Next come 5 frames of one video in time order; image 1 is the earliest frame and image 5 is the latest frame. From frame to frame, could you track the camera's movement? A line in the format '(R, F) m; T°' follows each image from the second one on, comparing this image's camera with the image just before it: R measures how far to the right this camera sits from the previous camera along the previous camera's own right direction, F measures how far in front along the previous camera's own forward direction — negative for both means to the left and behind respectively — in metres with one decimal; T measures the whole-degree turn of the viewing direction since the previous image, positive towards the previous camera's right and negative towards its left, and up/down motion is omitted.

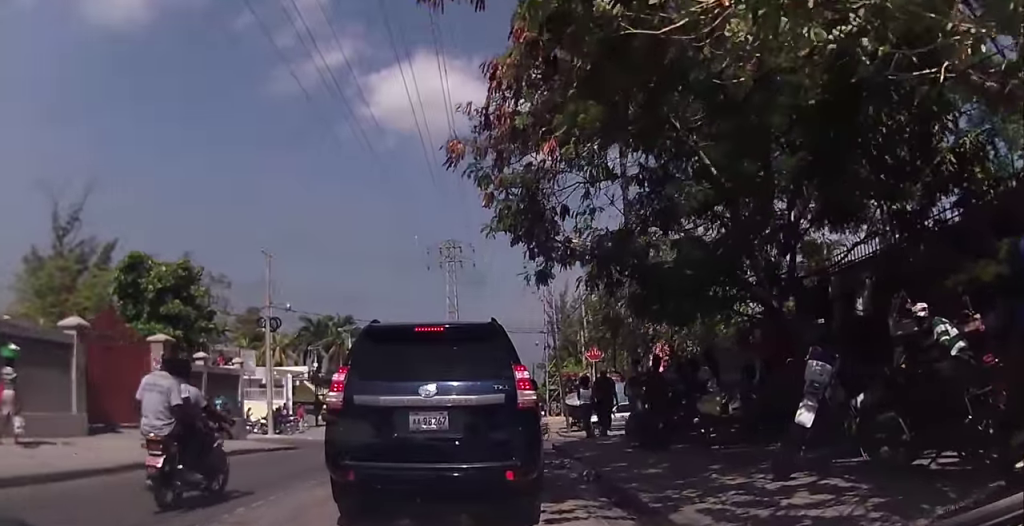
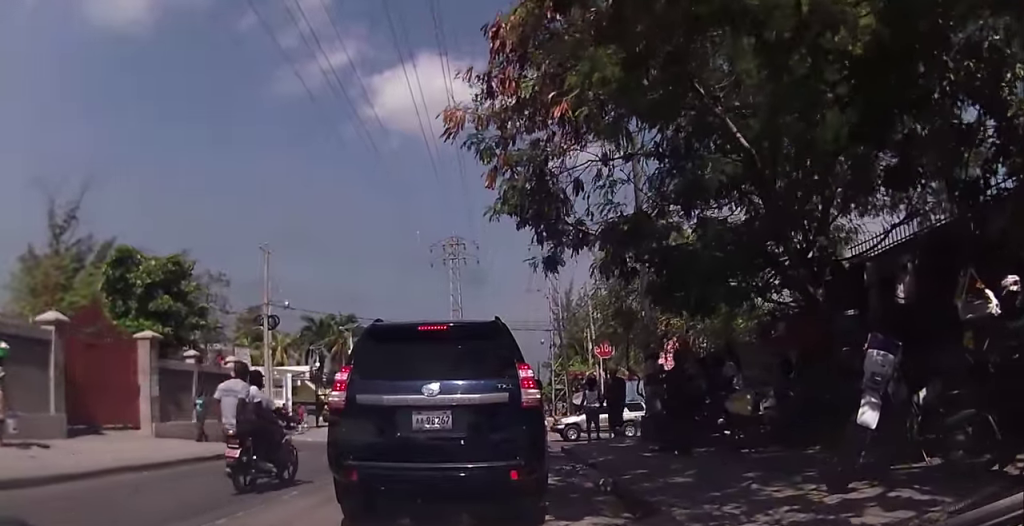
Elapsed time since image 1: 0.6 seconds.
(0.0, +1.5) m; +2°
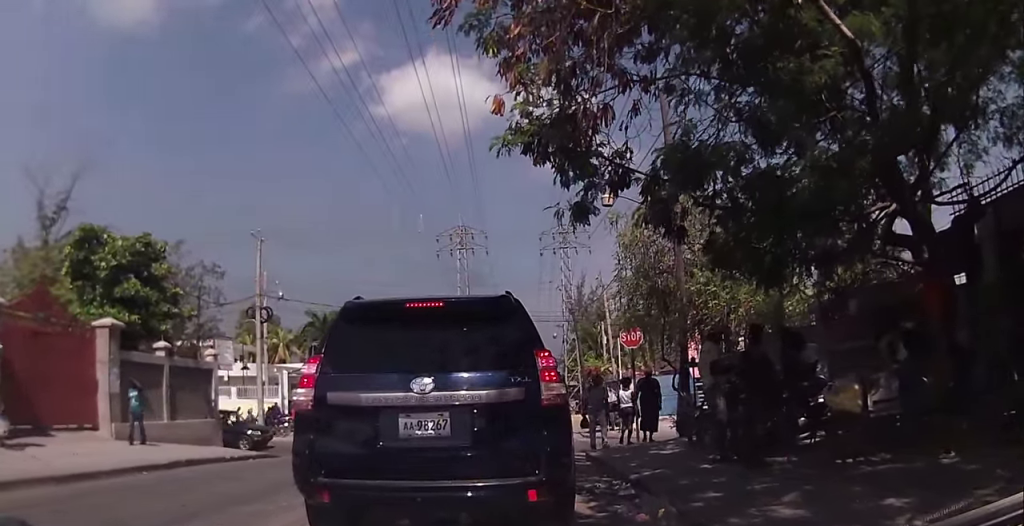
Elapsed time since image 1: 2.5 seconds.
(+0.3, +2.7) m; +5°
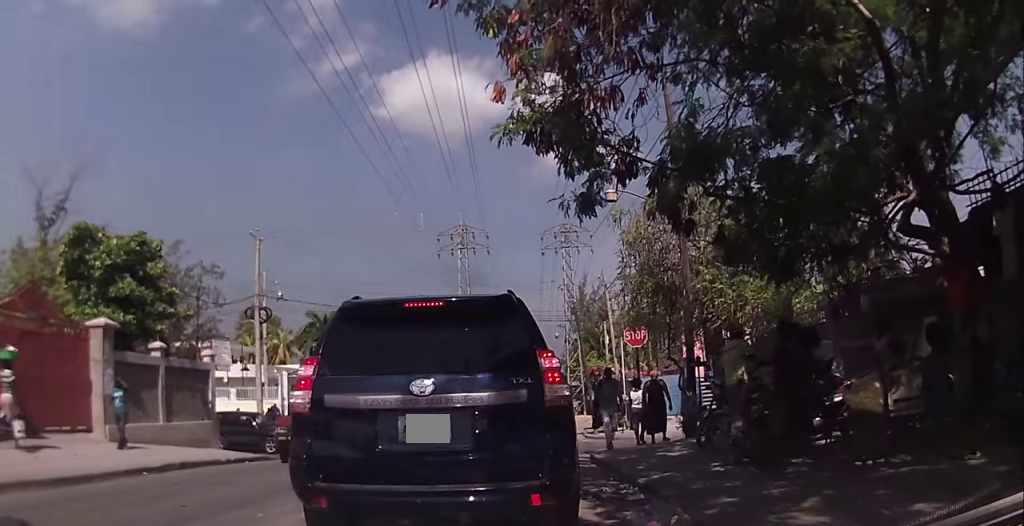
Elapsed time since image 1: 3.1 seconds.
(-0.1, +0.4) m; 0°
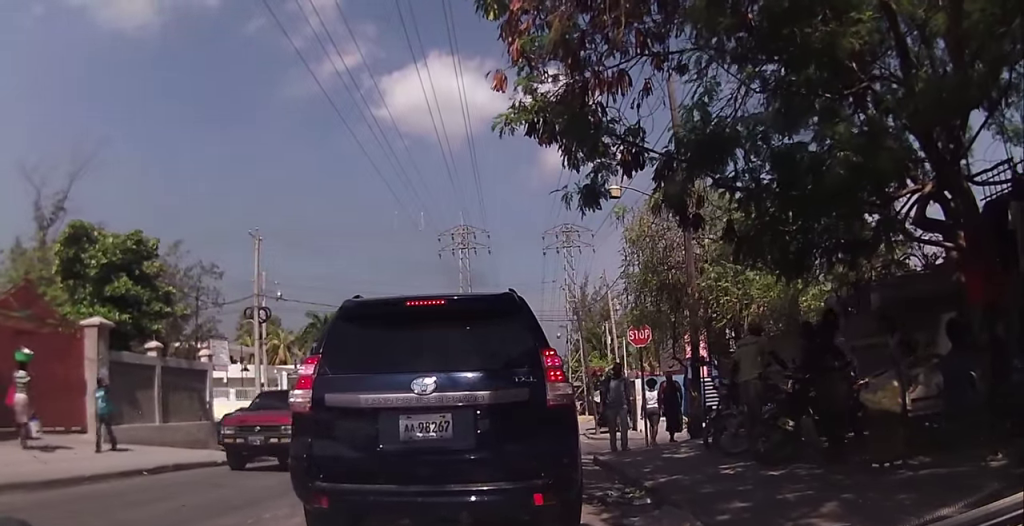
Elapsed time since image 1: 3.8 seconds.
(-0.1, +0.3) m; 0°
